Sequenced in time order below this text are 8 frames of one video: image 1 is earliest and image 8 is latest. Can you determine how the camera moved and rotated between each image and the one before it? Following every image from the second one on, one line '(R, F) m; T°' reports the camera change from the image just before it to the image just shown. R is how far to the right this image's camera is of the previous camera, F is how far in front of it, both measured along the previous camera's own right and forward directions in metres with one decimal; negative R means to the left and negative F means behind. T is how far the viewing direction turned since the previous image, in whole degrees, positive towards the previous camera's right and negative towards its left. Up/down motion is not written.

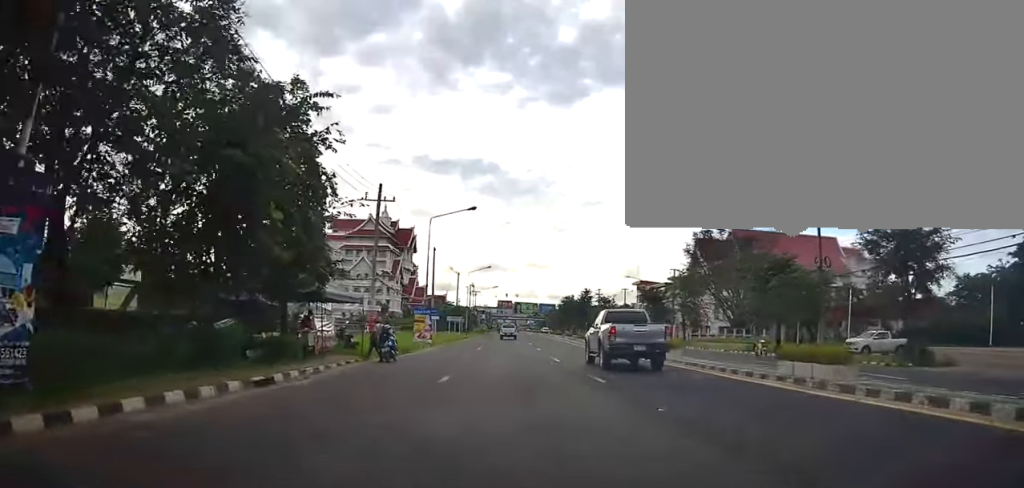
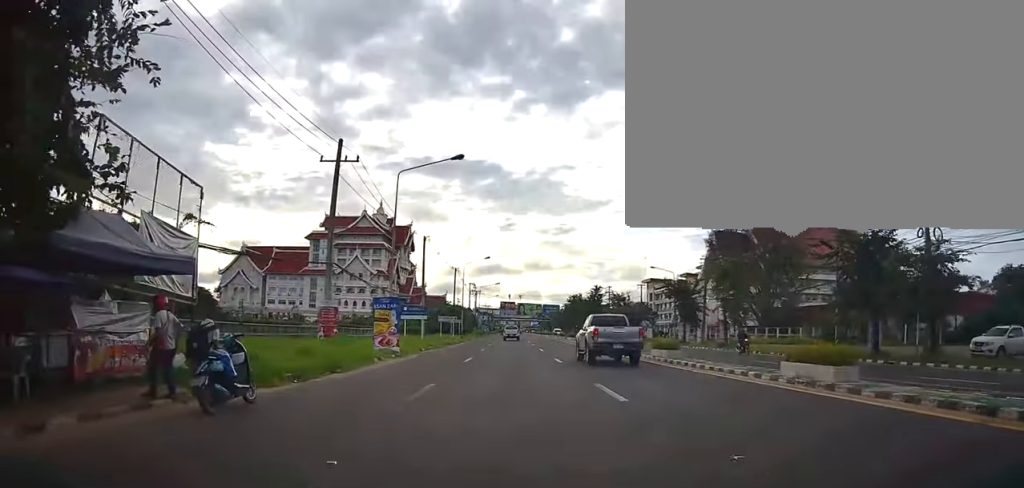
(+0.1, +11.8) m; 0°
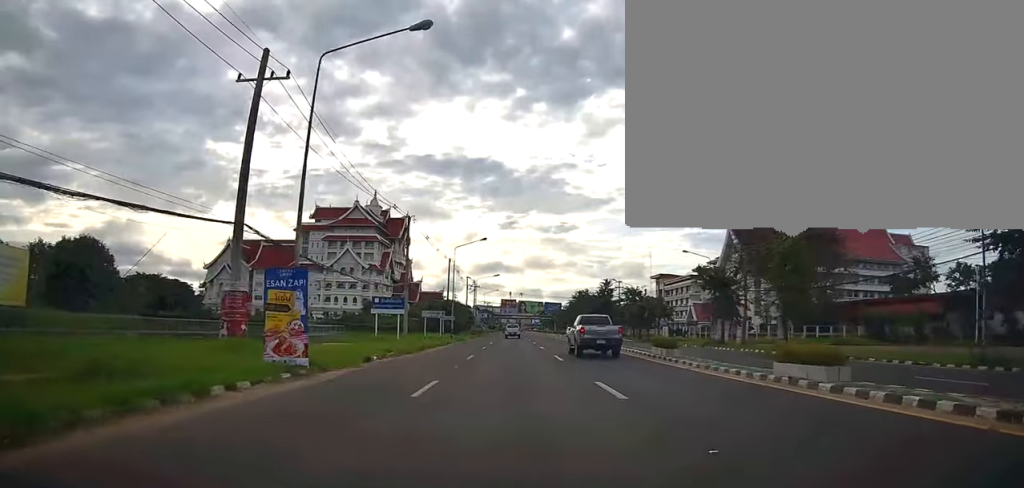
(0.0, +11.8) m; -2°
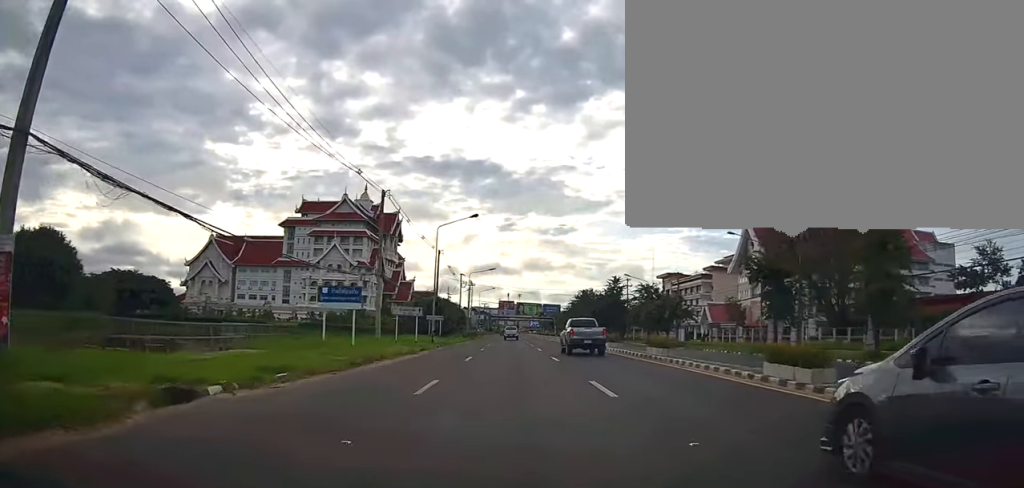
(-0.5, +11.5) m; 0°
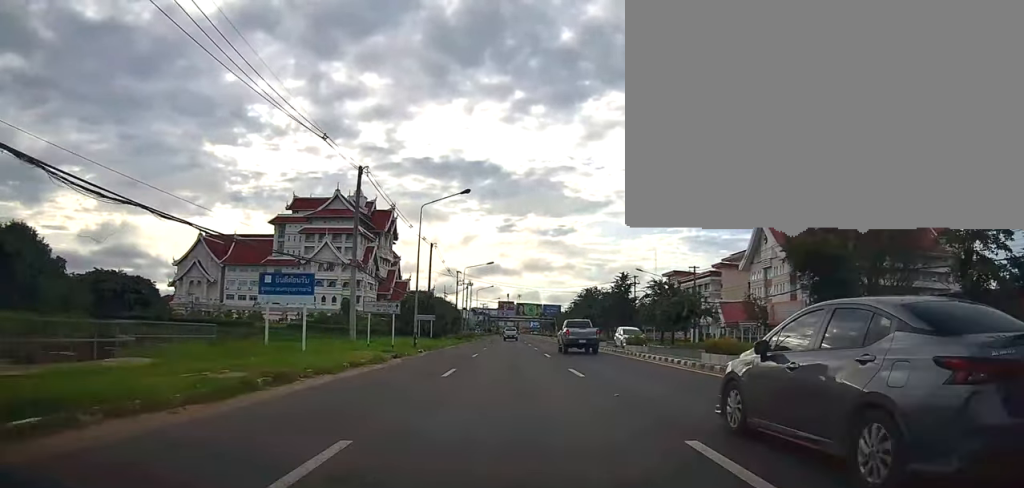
(+0.2, +7.4) m; +1°
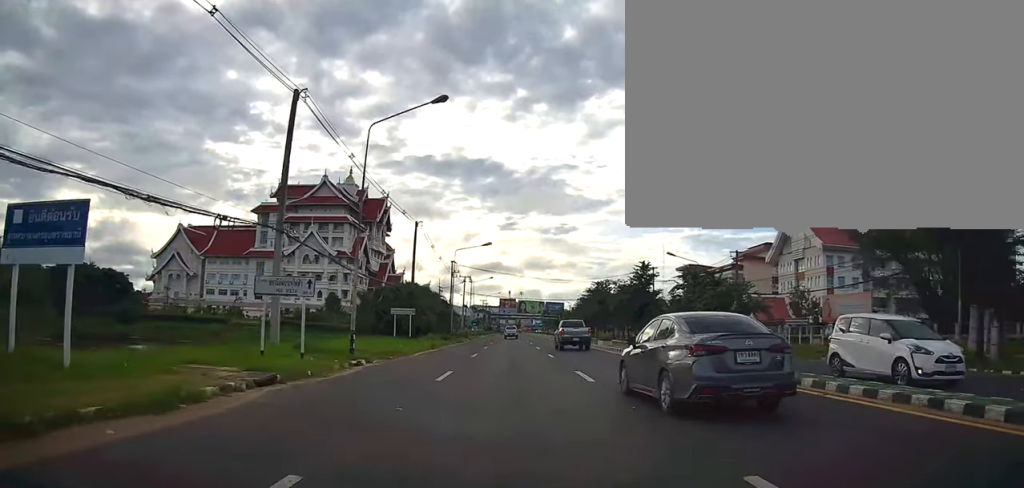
(+0.4, +13.4) m; +2°
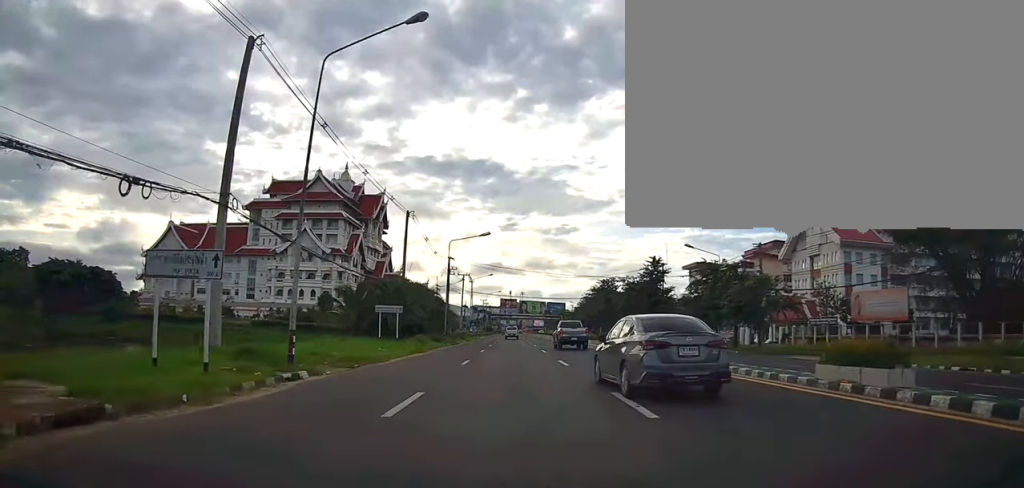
(0.0, +5.6) m; 0°
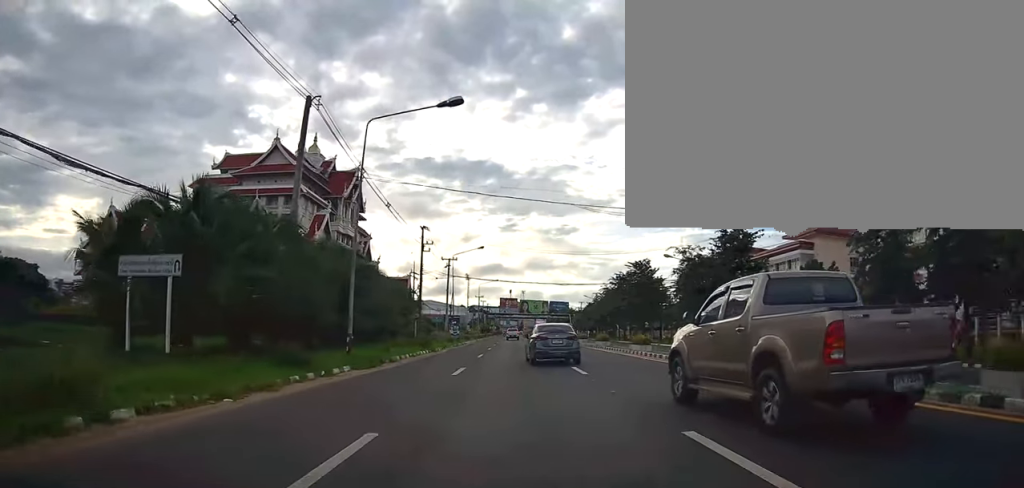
(-0.8, +27.9) m; -1°
